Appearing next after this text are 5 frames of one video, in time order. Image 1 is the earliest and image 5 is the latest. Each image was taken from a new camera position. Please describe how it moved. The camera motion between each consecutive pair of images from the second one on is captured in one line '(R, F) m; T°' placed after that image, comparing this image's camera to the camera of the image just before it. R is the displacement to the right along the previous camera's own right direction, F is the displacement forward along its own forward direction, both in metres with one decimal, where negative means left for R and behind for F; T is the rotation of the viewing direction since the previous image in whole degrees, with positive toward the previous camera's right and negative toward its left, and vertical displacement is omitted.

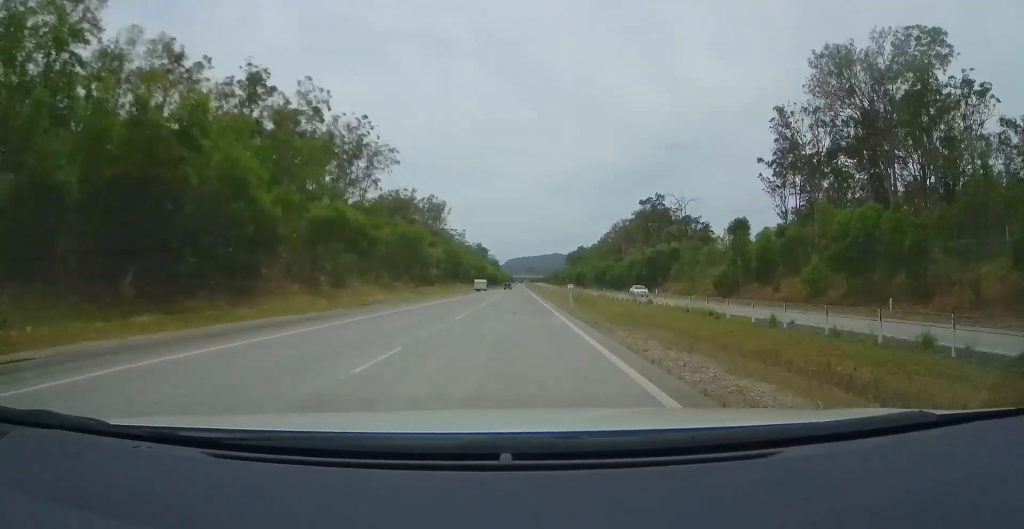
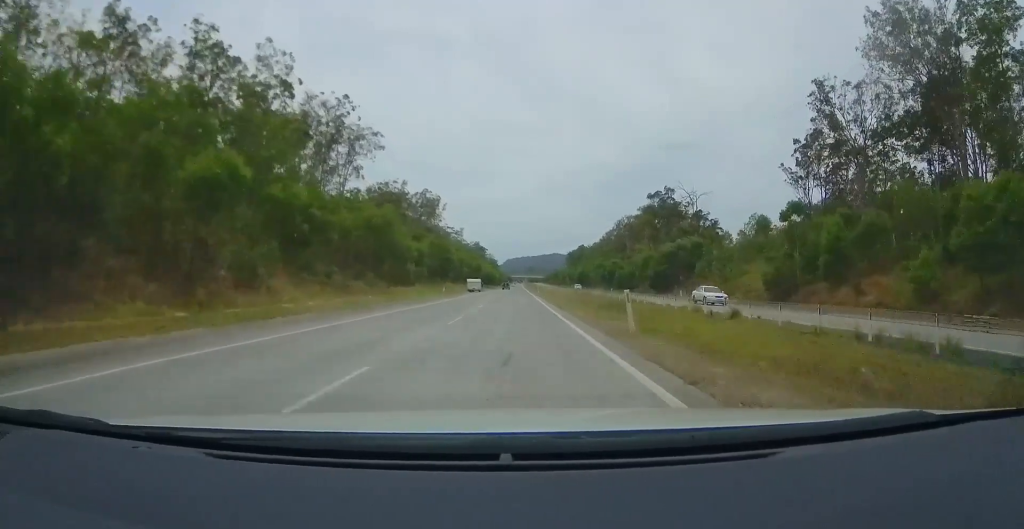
(-0.3, +14.5) m; 0°
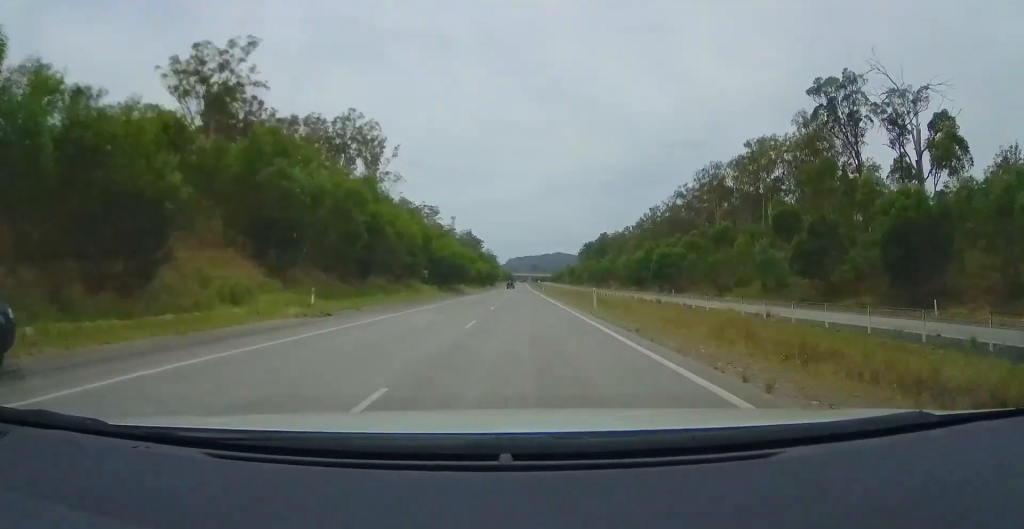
(+2.4, +105.3) m; +2°
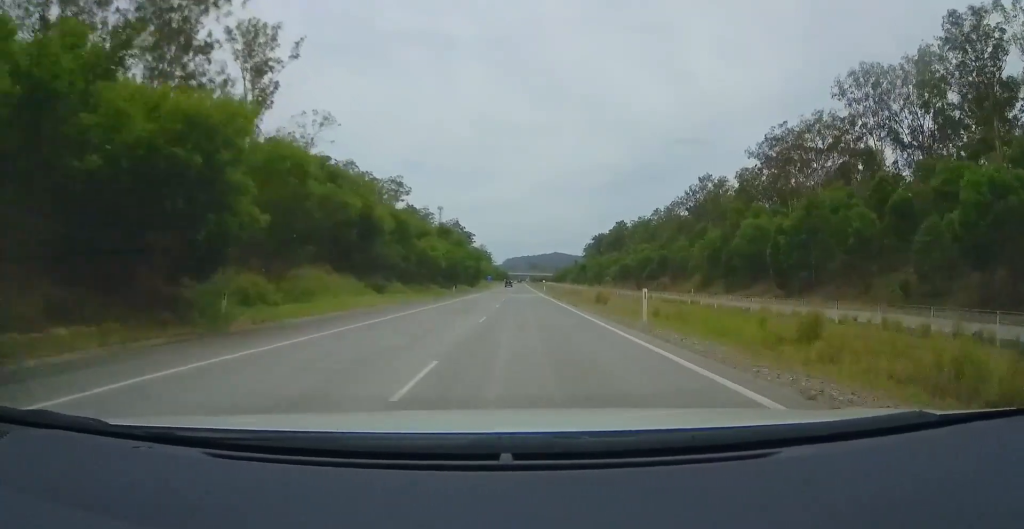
(-0.6, +66.8) m; 0°
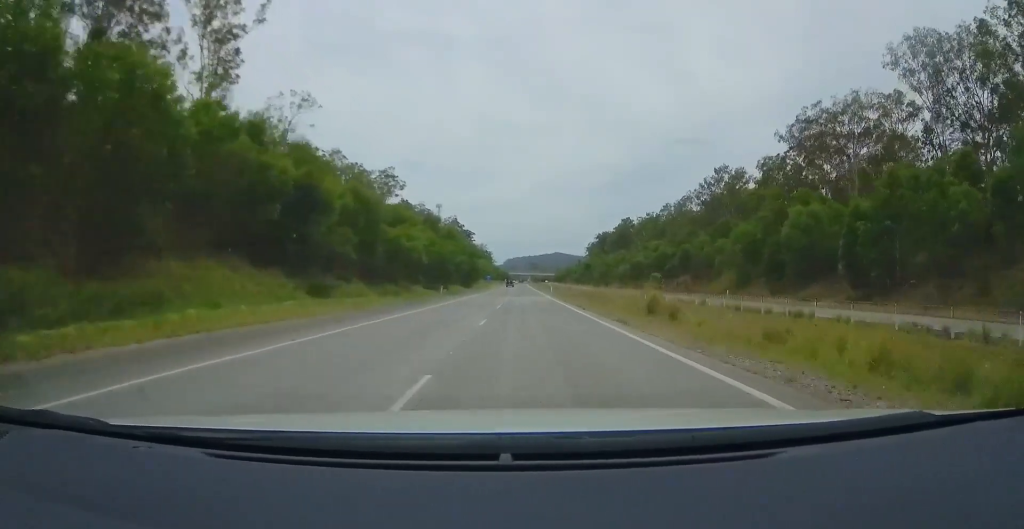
(+0.1, +12.9) m; 0°
